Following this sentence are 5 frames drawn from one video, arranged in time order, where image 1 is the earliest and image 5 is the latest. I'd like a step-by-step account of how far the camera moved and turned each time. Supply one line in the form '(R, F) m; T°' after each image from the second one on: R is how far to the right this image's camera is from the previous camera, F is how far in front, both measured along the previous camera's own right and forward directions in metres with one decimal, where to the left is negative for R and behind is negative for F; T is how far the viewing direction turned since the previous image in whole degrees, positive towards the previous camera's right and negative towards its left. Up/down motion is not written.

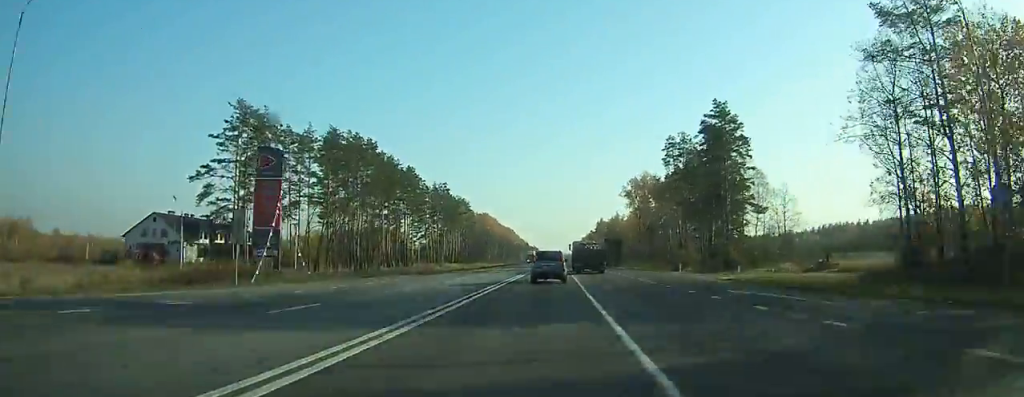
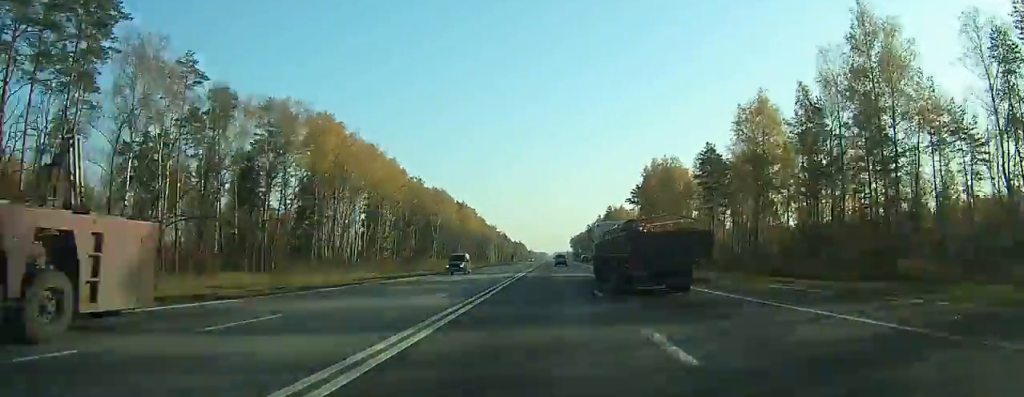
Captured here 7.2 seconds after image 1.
(+3.1, +195.6) m; +1°
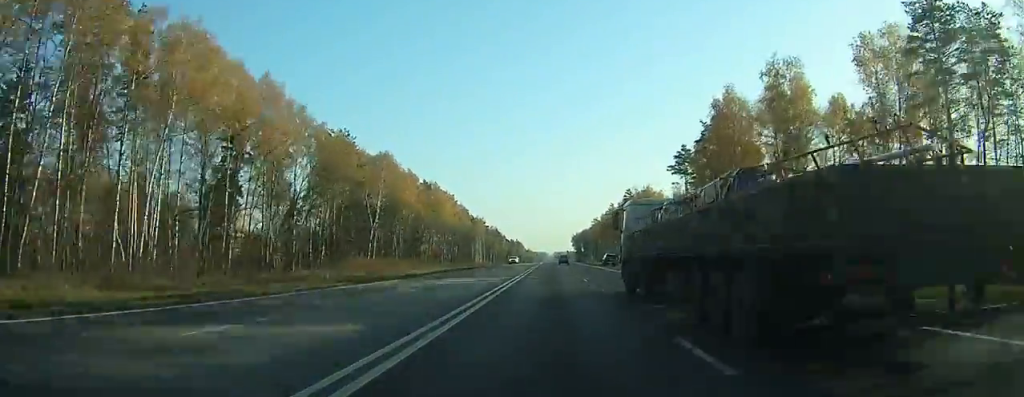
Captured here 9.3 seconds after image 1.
(-0.3, +60.1) m; 0°
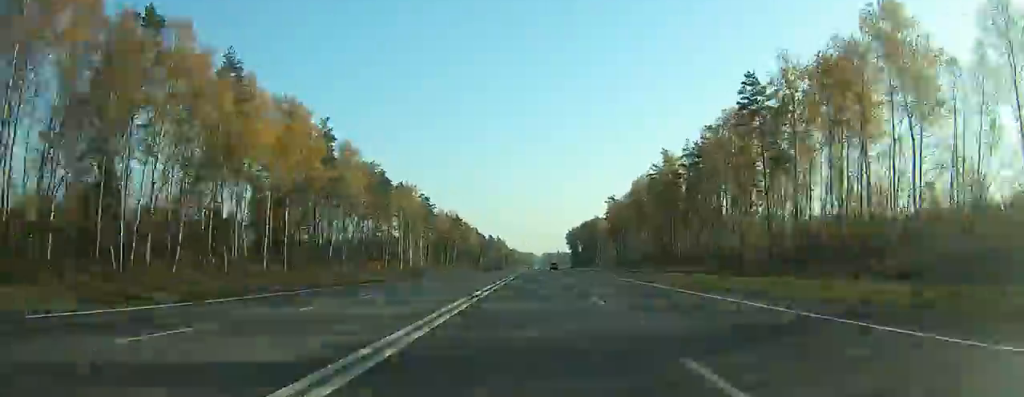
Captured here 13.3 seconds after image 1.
(+0.5, +120.7) m; +1°
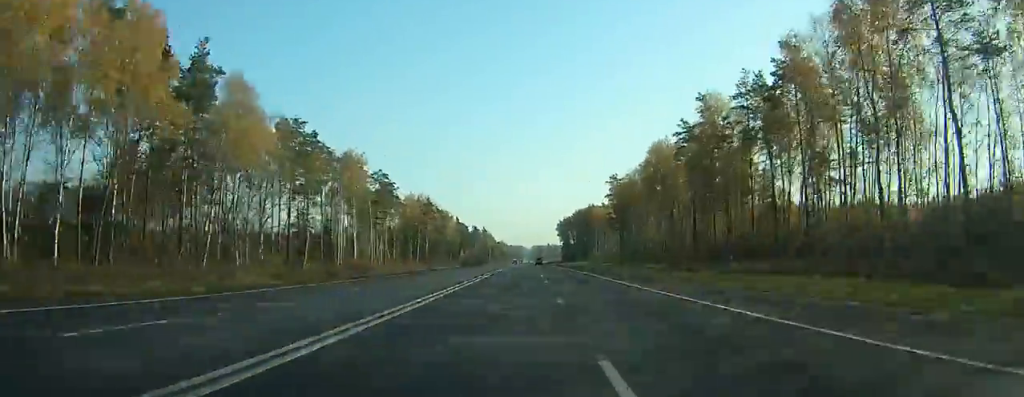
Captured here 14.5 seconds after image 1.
(+0.2, +35.7) m; 0°
